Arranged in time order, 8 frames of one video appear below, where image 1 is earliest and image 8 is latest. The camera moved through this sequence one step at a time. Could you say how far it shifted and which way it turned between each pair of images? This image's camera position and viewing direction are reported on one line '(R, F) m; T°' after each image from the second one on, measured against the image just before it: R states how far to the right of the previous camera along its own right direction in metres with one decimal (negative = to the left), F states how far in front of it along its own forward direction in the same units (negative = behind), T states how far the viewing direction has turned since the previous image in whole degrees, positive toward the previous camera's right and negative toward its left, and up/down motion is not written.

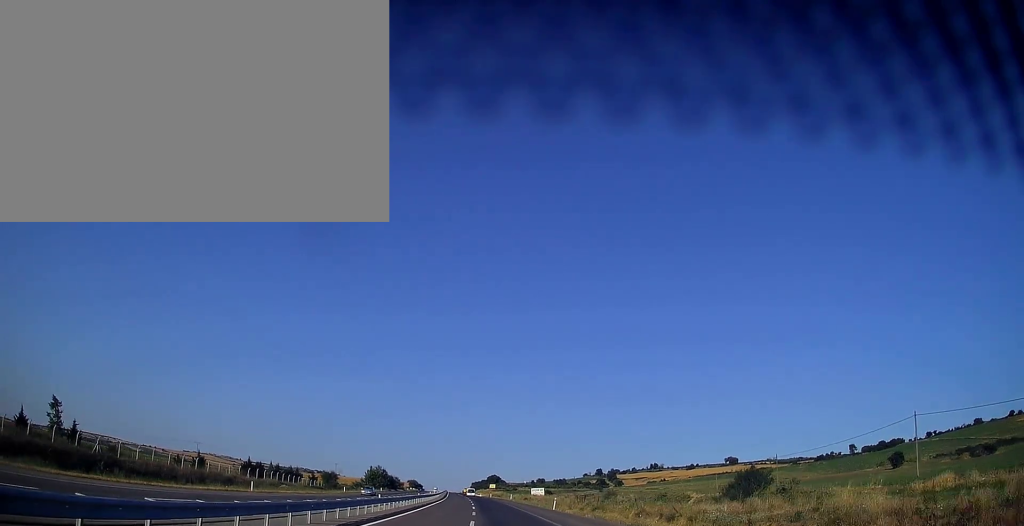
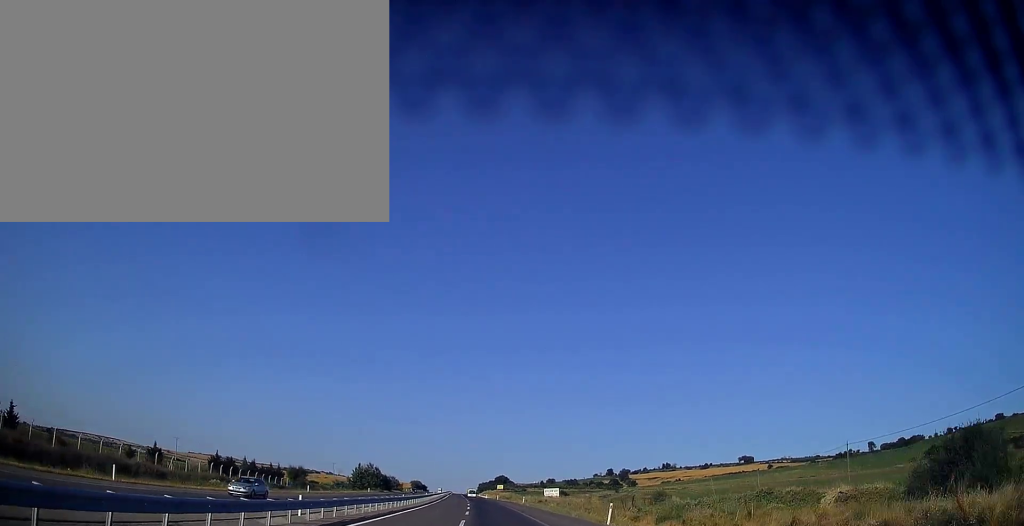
(-0.2, +22.5) m; -1°
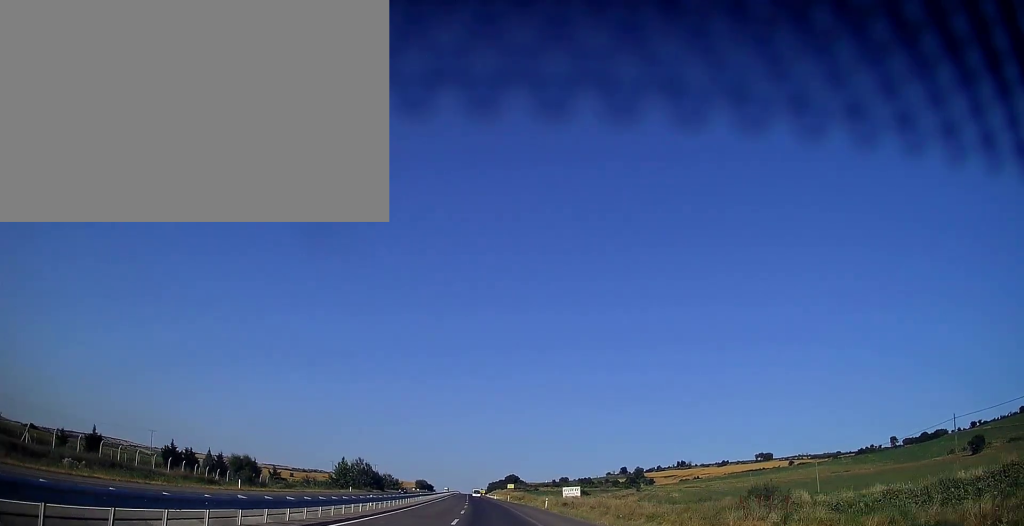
(-0.2, +23.5) m; -1°
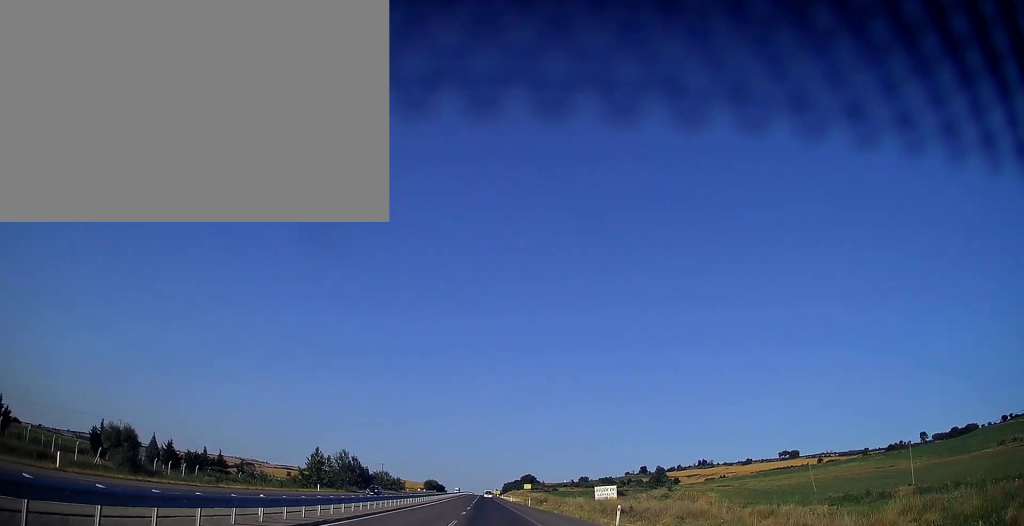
(-0.2, +26.4) m; -1°
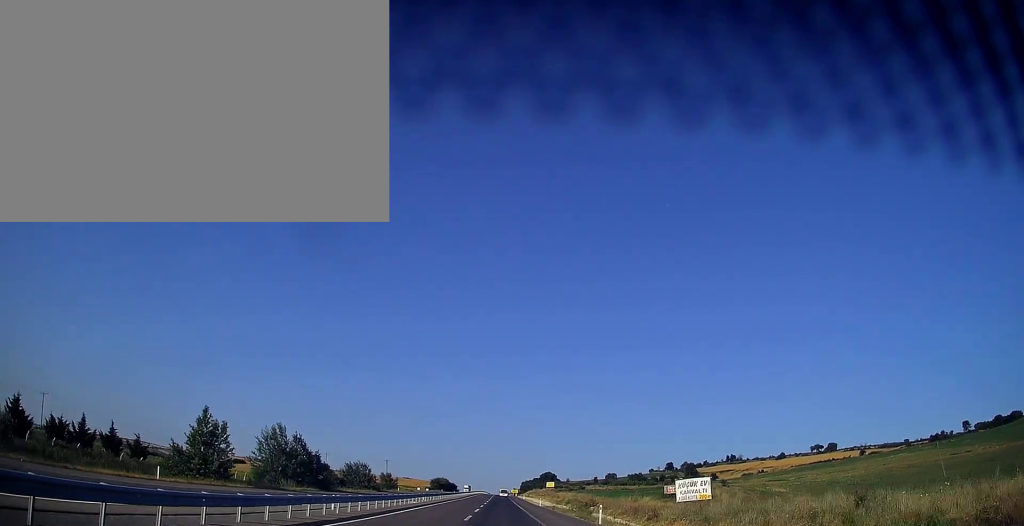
(-0.8, +42.1) m; -1°
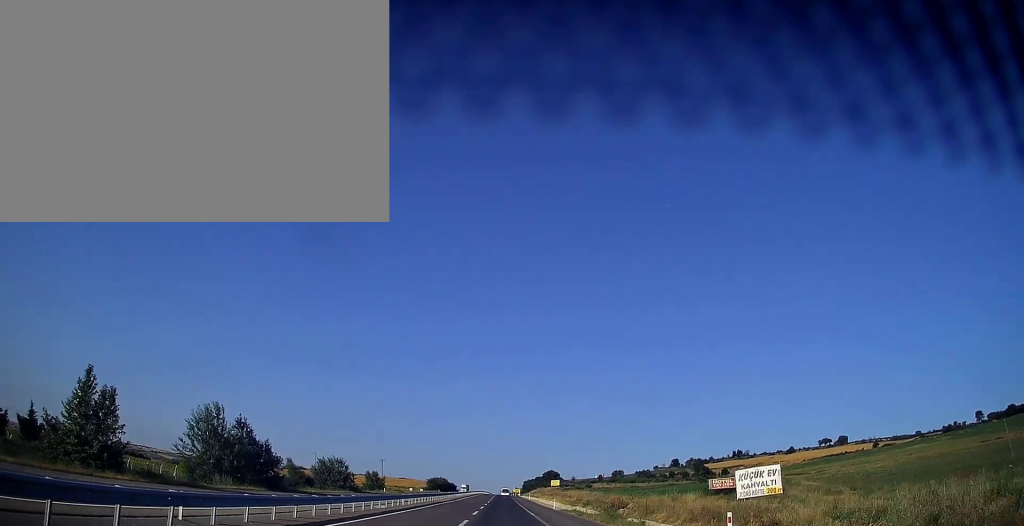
(0.0, +18.6) m; 0°
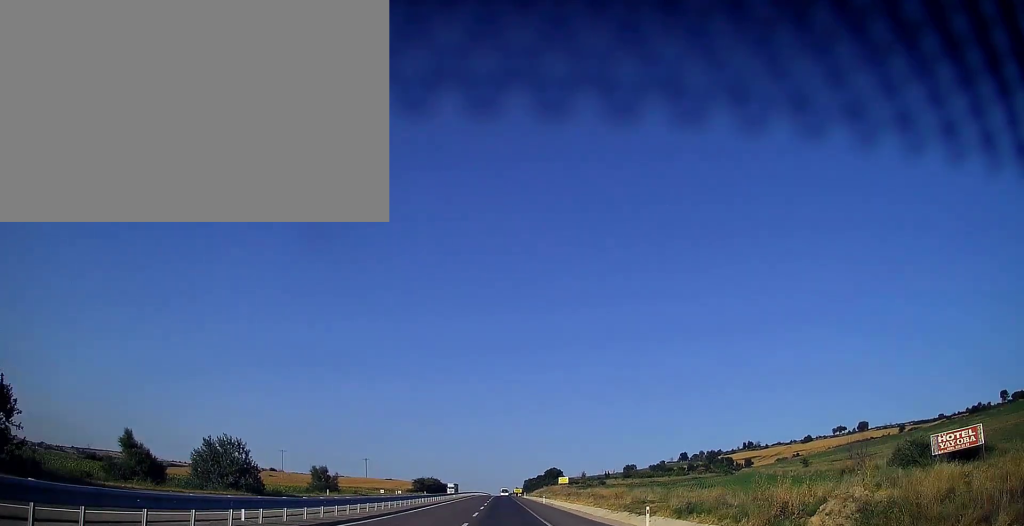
(+0.1, +37.1) m; 0°
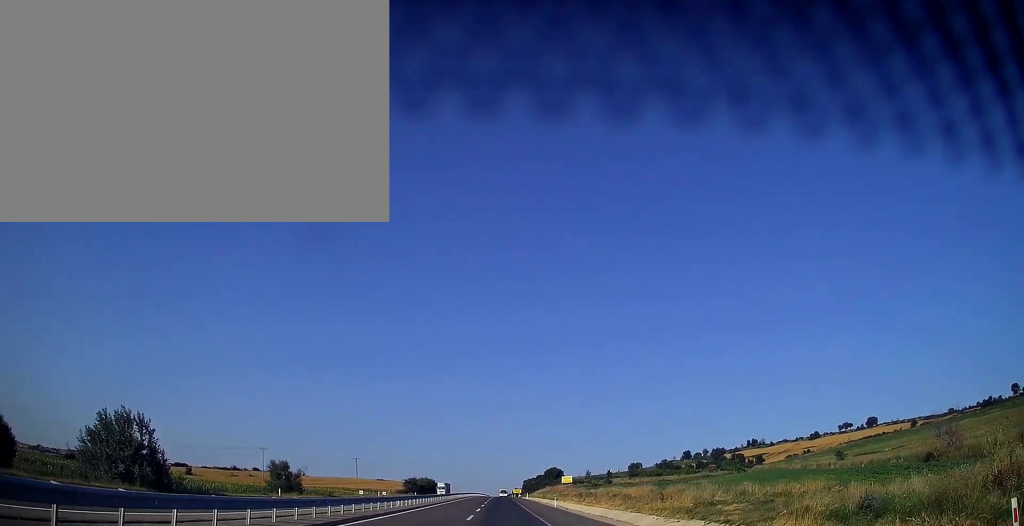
(+0.1, +15.6) m; 0°
